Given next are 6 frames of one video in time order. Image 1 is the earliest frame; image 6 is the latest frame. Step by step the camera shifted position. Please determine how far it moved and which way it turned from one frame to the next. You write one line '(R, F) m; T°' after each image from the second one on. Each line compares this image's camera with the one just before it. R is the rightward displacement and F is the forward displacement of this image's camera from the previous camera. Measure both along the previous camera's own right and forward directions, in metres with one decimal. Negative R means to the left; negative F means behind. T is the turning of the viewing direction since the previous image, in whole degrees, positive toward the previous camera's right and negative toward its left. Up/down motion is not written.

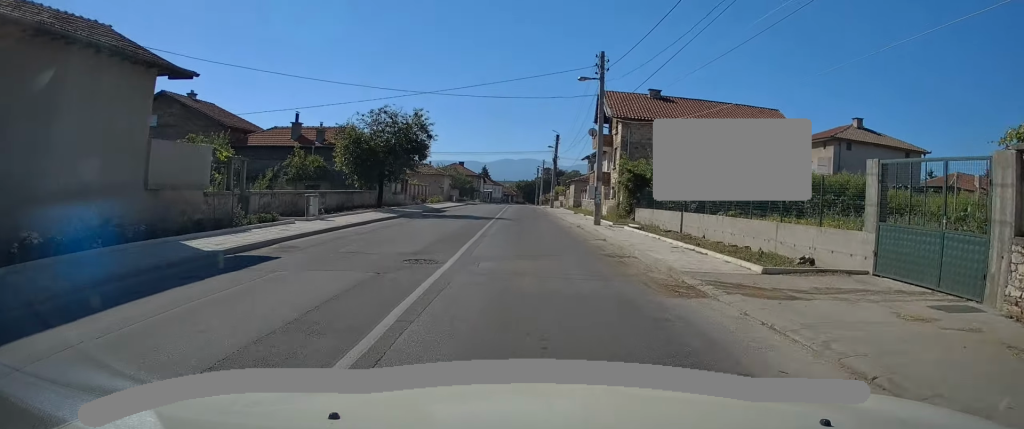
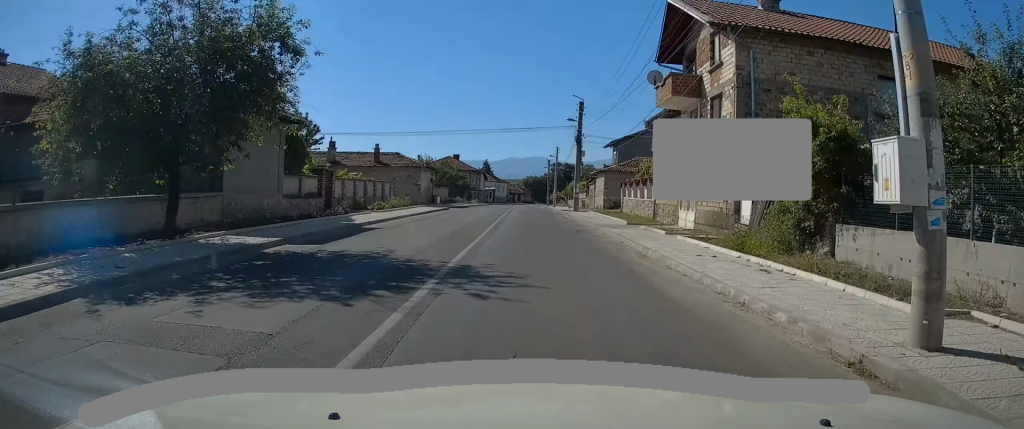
(0.0, +20.4) m; 0°
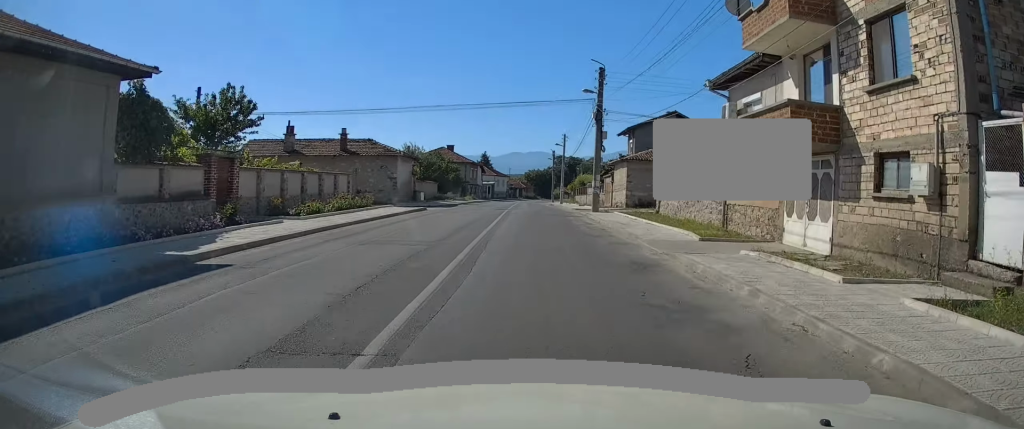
(0.0, +10.2) m; 0°
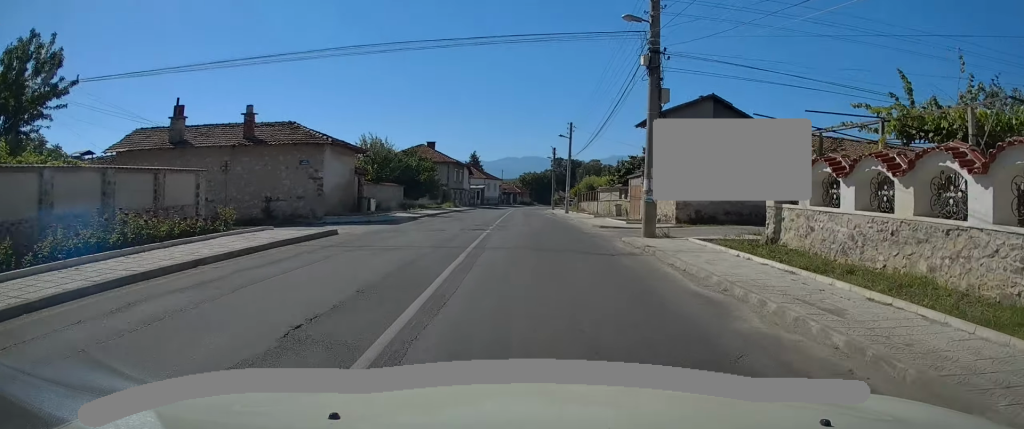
(+0.1, +14.4) m; +1°
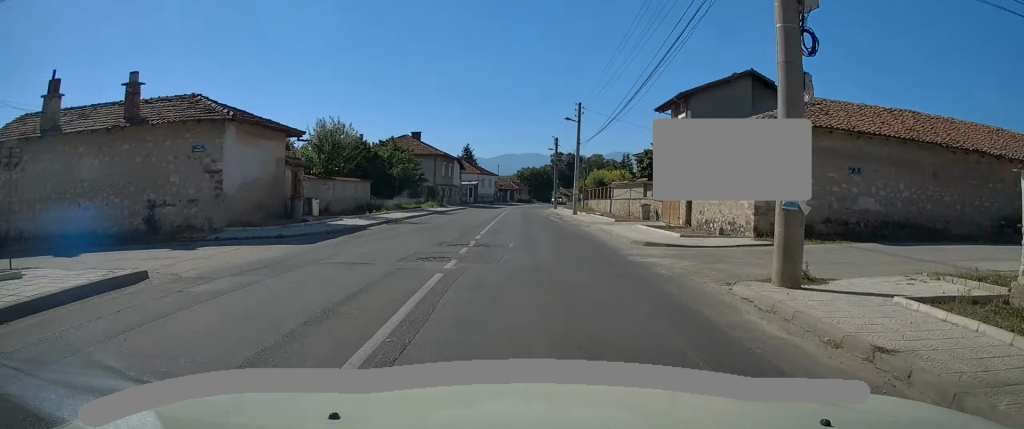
(+0.1, +9.1) m; 0°
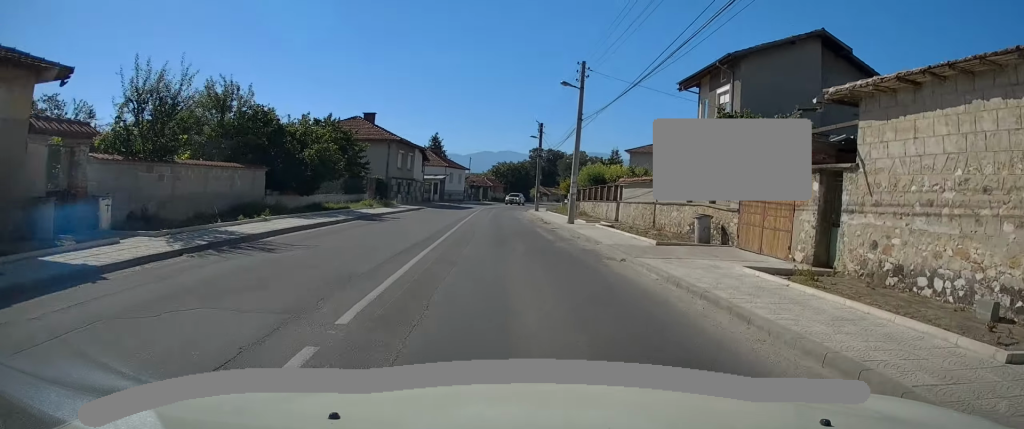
(0.0, +12.3) m; +1°
